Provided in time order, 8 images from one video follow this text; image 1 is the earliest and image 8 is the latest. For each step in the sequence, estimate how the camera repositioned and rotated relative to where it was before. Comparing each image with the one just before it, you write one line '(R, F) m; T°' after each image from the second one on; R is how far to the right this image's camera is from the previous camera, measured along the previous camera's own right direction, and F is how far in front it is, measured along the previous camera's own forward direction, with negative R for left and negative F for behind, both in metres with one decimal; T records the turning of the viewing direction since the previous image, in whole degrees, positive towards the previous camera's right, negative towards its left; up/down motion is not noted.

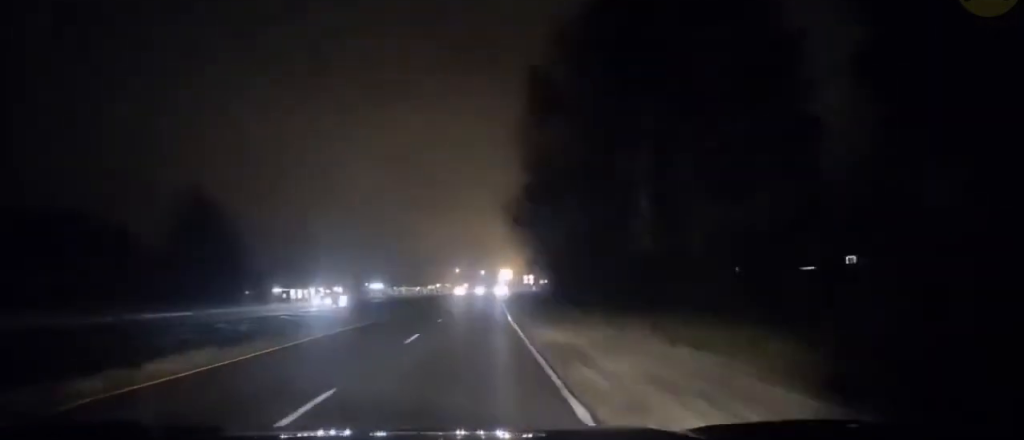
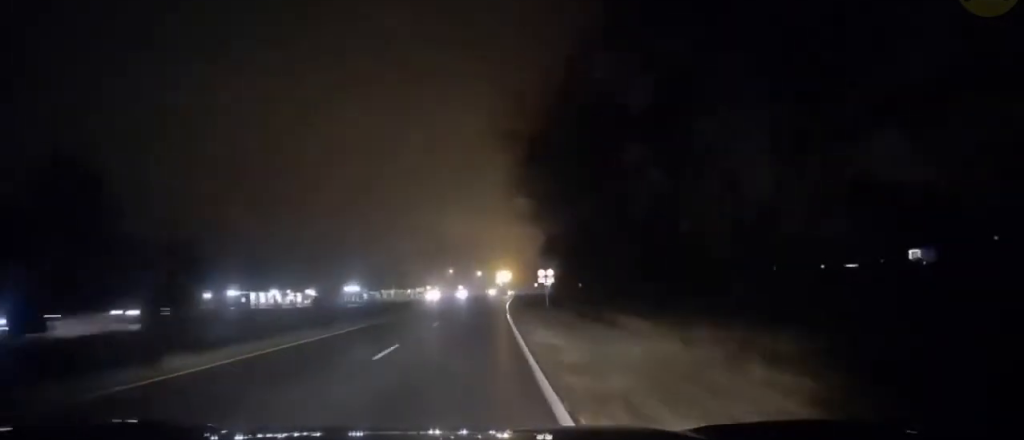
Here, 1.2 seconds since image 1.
(+0.3, +28.1) m; 0°
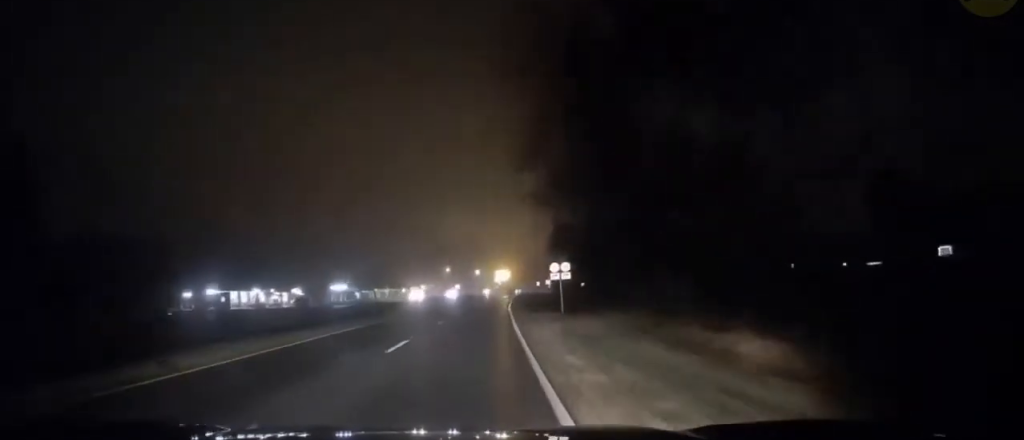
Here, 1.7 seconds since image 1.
(-0.1, +10.8) m; 0°
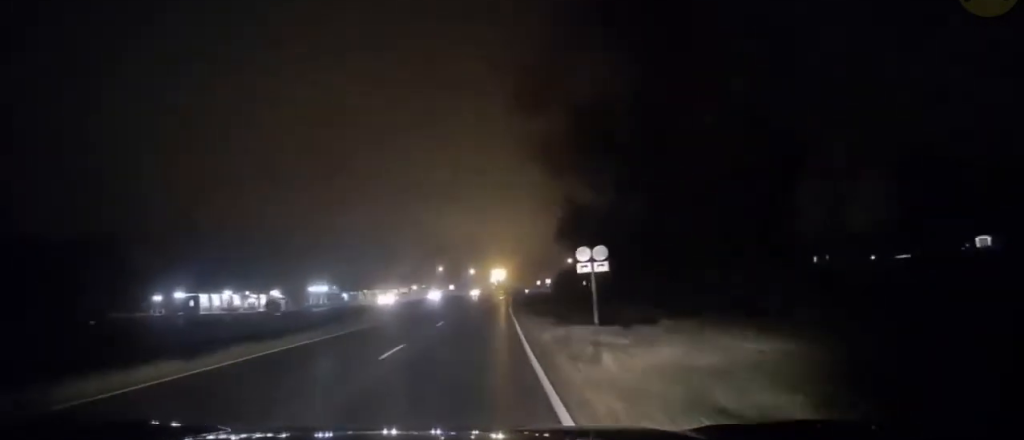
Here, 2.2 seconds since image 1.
(0.0, +13.2) m; 0°
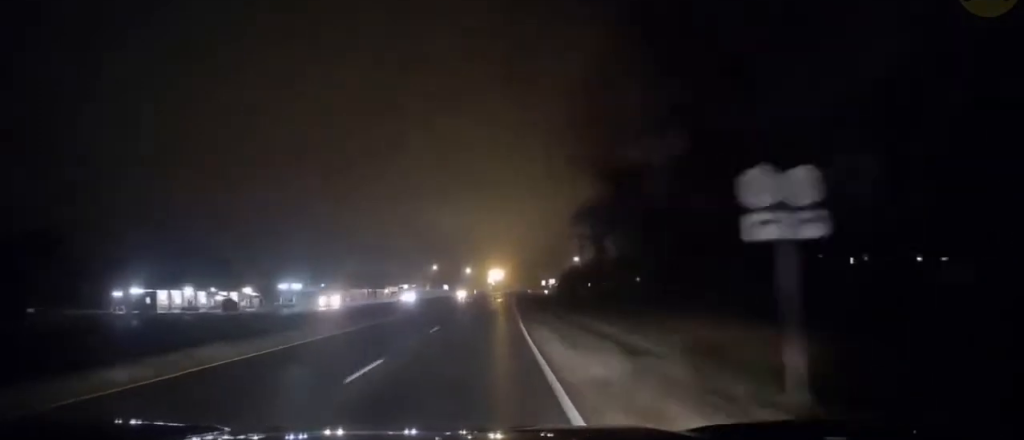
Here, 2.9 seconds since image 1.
(+0.2, +16.3) m; 0°
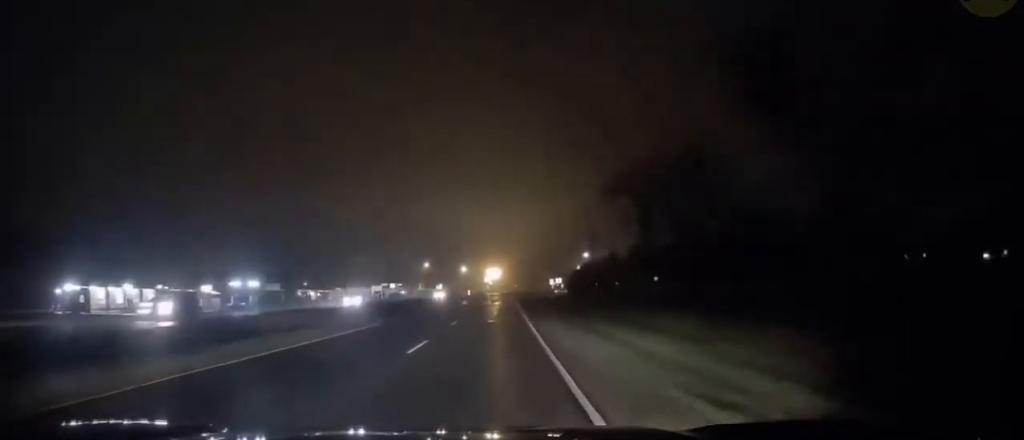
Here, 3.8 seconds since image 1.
(-0.2, +19.5) m; +1°
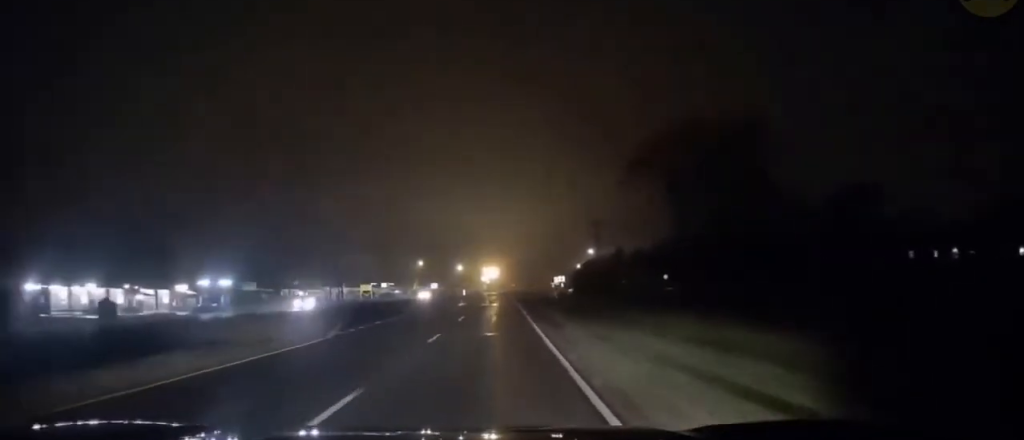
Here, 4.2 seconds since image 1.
(0.0, +9.4) m; 0°
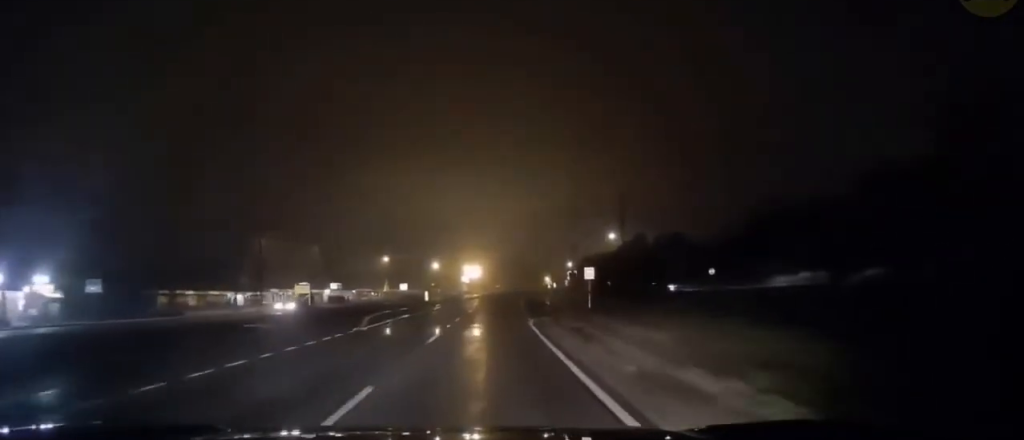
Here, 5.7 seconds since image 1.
(+0.6, +35.9) m; +1°
